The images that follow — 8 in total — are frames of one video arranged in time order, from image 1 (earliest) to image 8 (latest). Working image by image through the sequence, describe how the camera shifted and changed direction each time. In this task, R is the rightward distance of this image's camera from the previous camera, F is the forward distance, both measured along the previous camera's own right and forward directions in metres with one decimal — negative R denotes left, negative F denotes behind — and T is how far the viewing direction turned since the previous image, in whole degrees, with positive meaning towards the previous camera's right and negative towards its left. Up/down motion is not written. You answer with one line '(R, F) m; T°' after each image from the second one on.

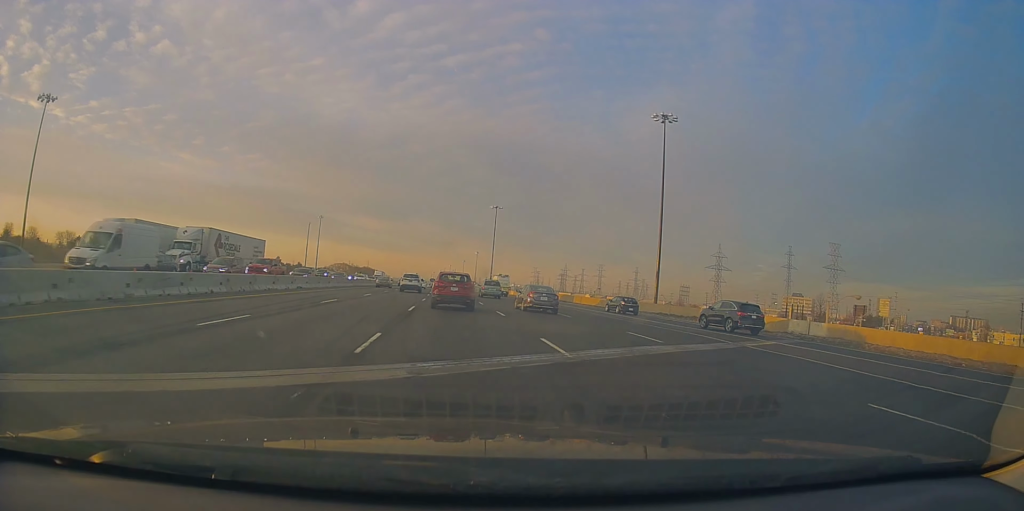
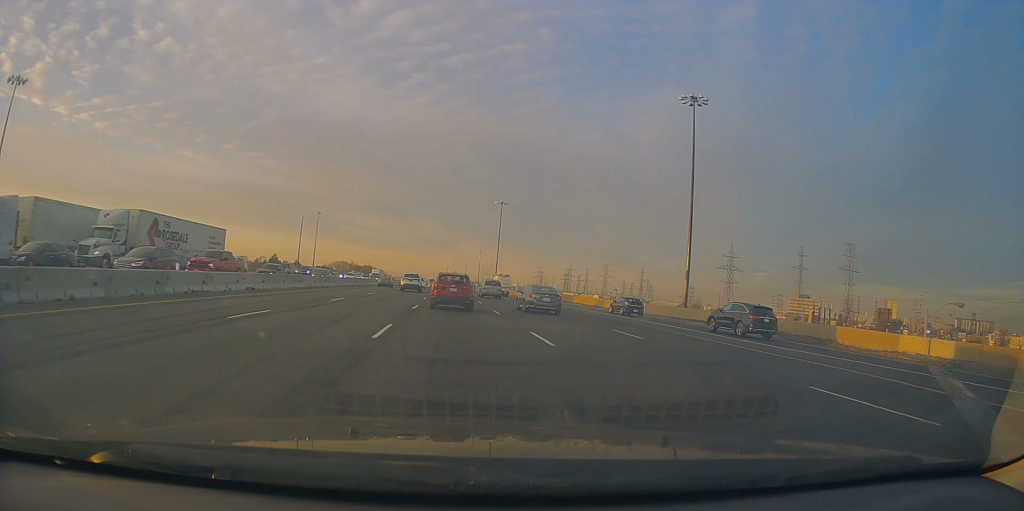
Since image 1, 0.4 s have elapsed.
(0.0, +10.0) m; 0°
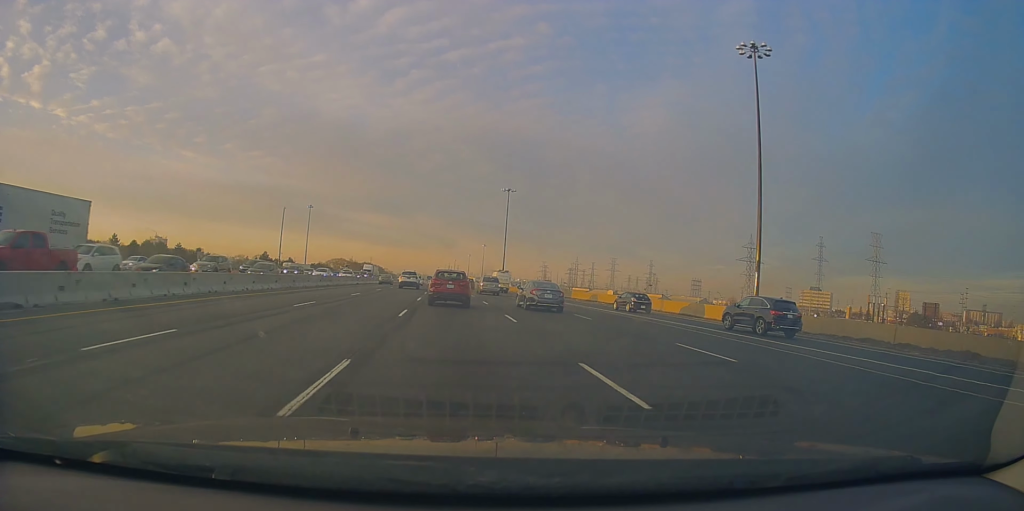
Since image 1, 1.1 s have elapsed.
(+0.1, +17.5) m; -1°
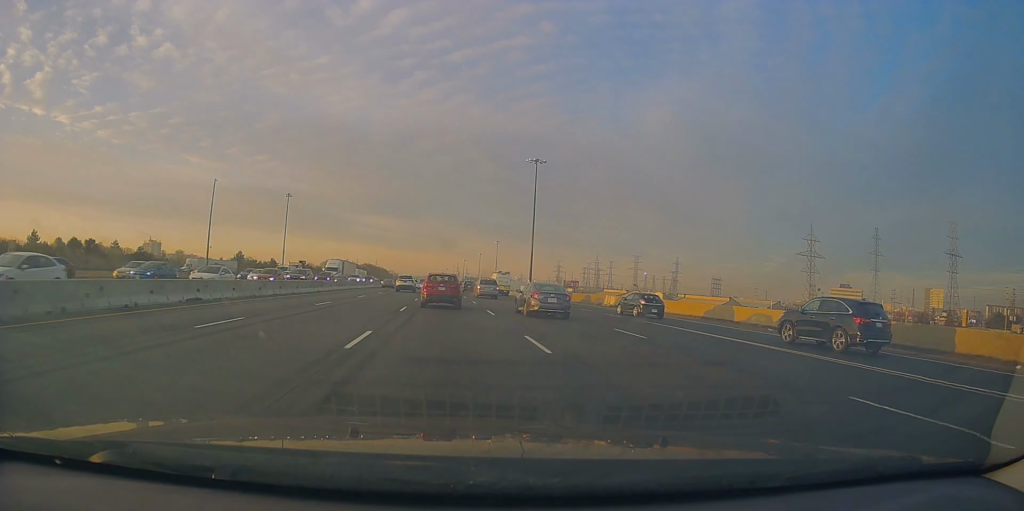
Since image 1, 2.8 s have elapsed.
(-0.9, +42.4) m; -1°
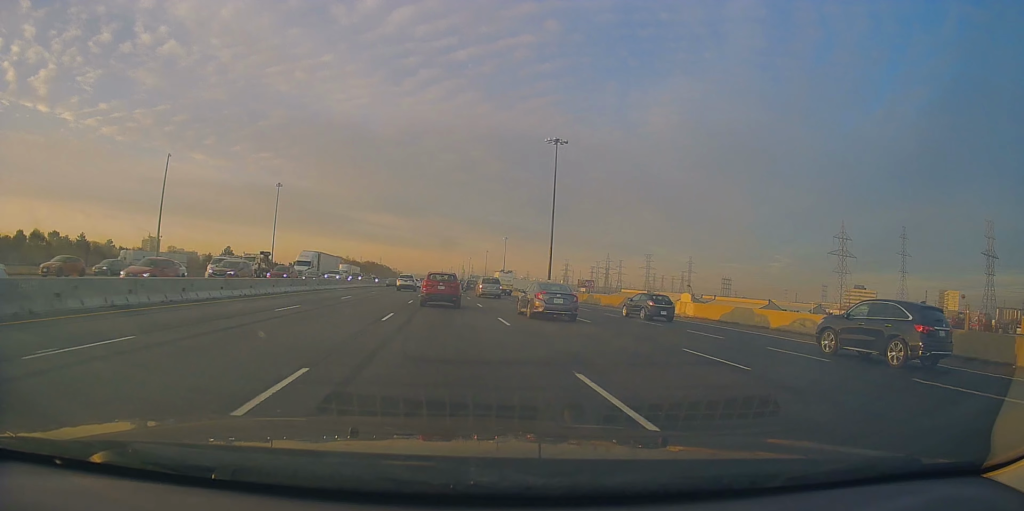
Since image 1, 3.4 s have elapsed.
(+0.4, +17.2) m; 0°
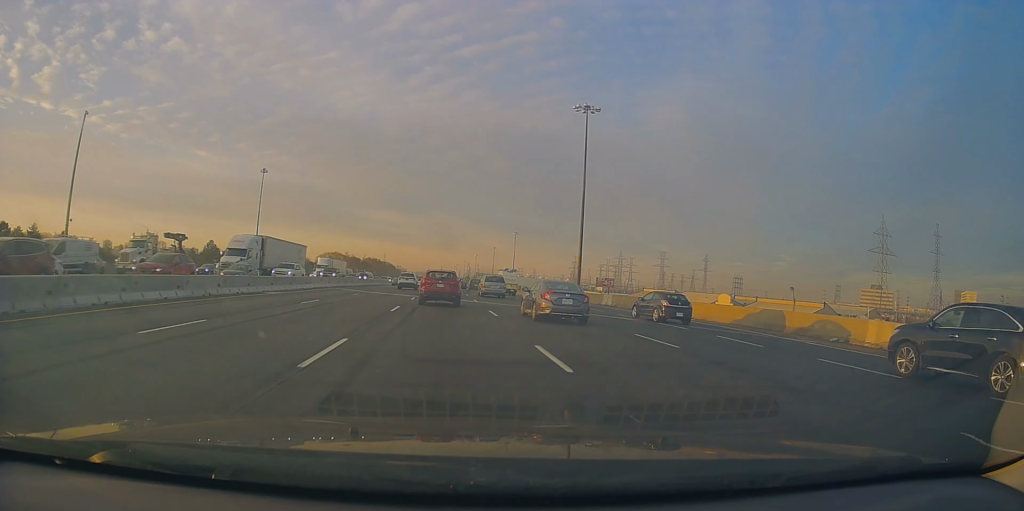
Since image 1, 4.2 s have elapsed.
(-0.1, +20.0) m; -1°
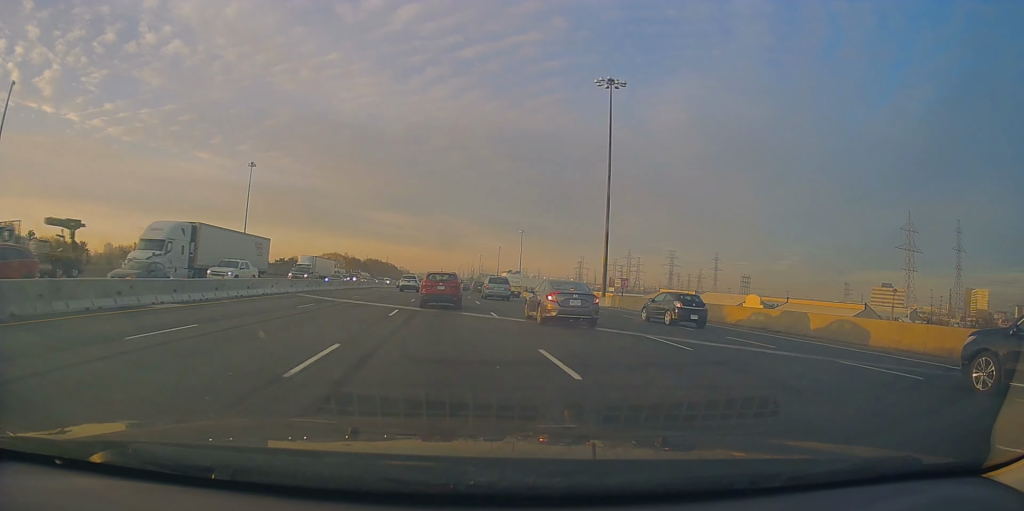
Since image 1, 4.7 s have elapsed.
(0.0, +12.2) m; -1°
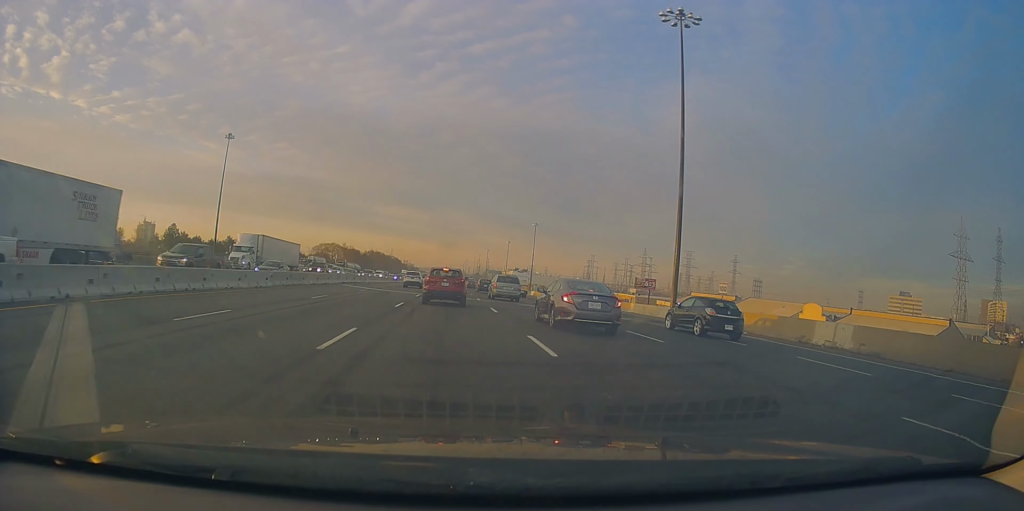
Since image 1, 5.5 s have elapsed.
(-0.2, +22.0) m; 0°
